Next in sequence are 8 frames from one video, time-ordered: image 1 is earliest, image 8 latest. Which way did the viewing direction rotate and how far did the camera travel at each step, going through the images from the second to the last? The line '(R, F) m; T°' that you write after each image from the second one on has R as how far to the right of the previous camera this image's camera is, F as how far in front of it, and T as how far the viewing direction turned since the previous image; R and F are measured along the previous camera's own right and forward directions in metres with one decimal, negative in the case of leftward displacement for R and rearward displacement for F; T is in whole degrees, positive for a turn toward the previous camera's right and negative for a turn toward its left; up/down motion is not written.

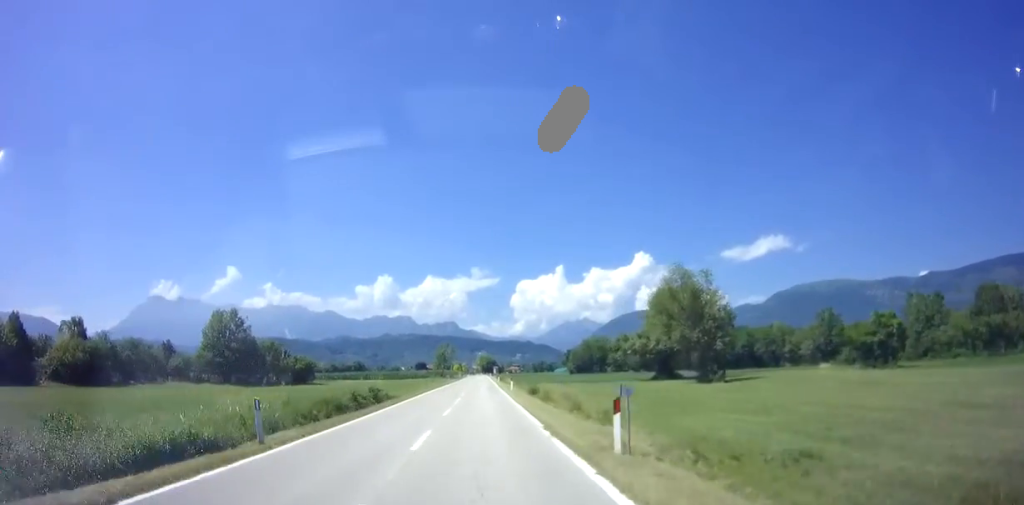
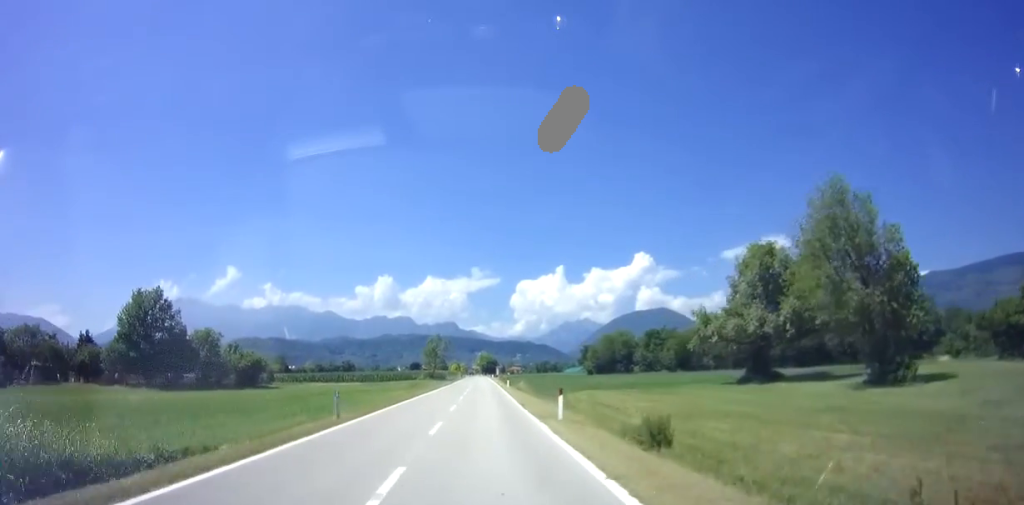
(+0.2, +26.0) m; +1°
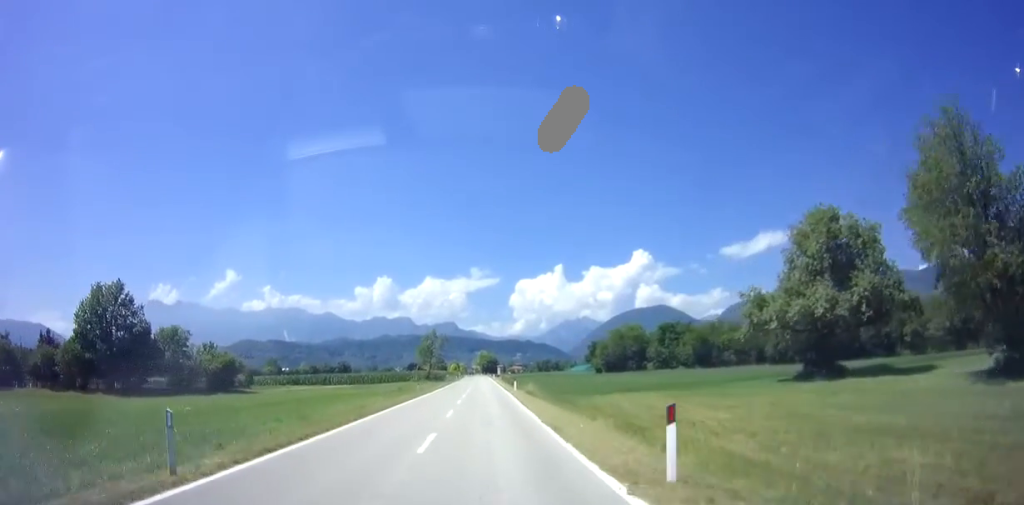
(+0.1, +10.3) m; 0°
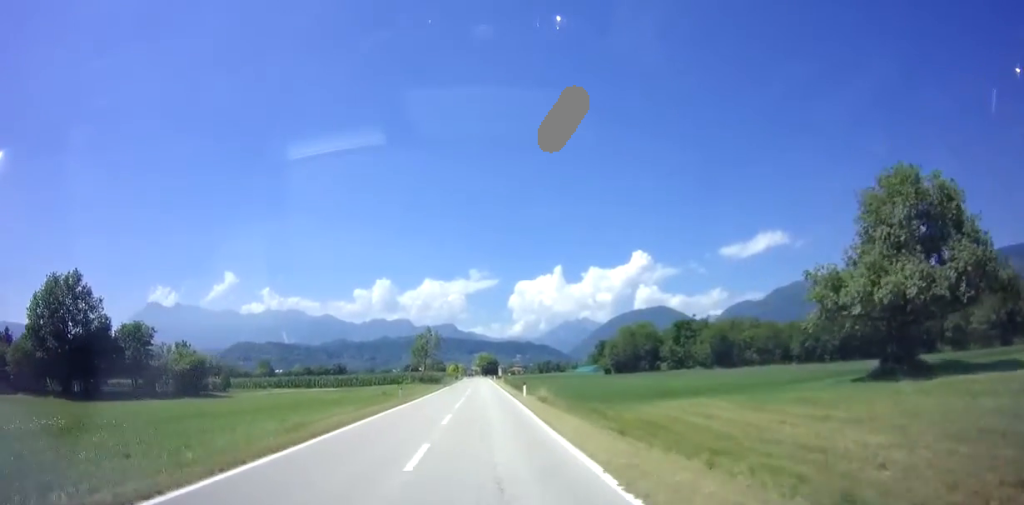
(0.0, +8.8) m; 0°
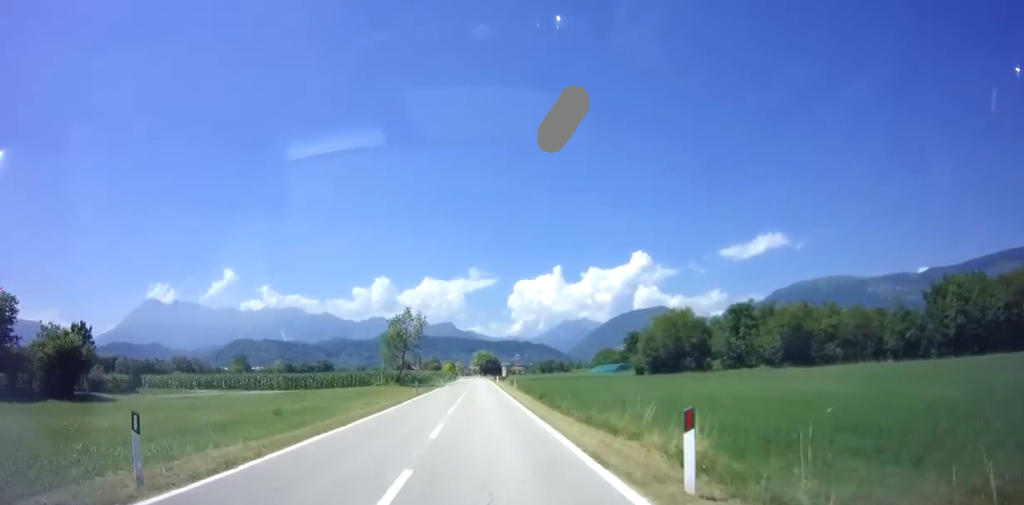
(-0.2, +23.8) m; -1°
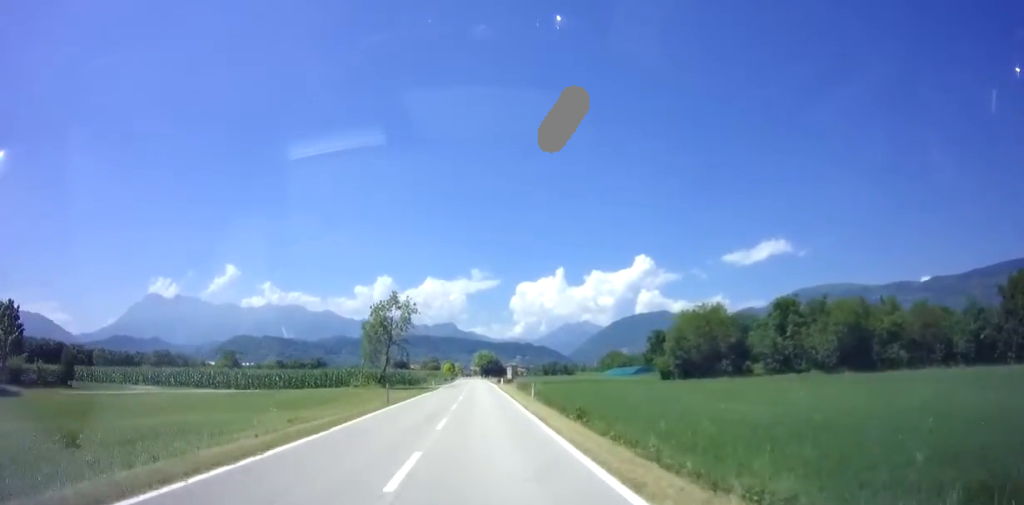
(0.0, +12.2) m; 0°
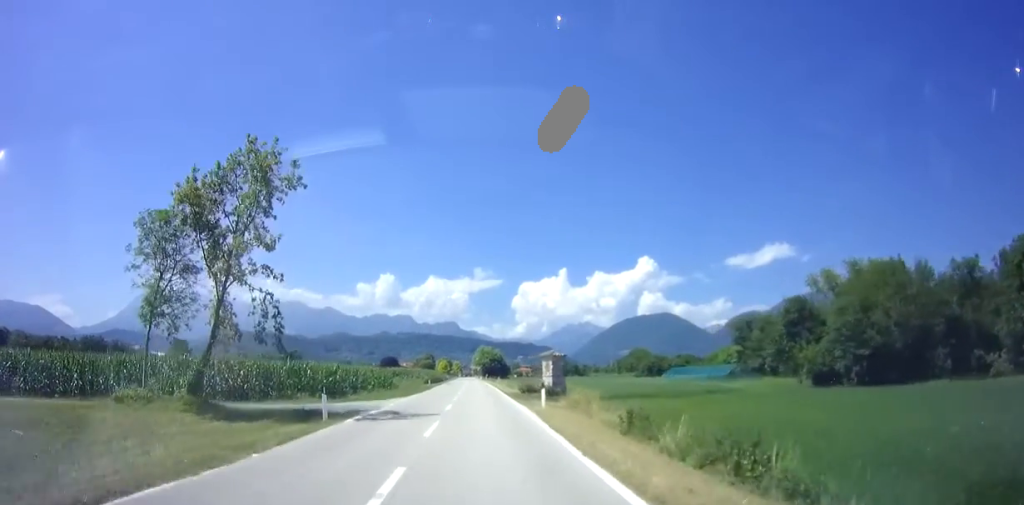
(0.0, +37.0) m; -1°
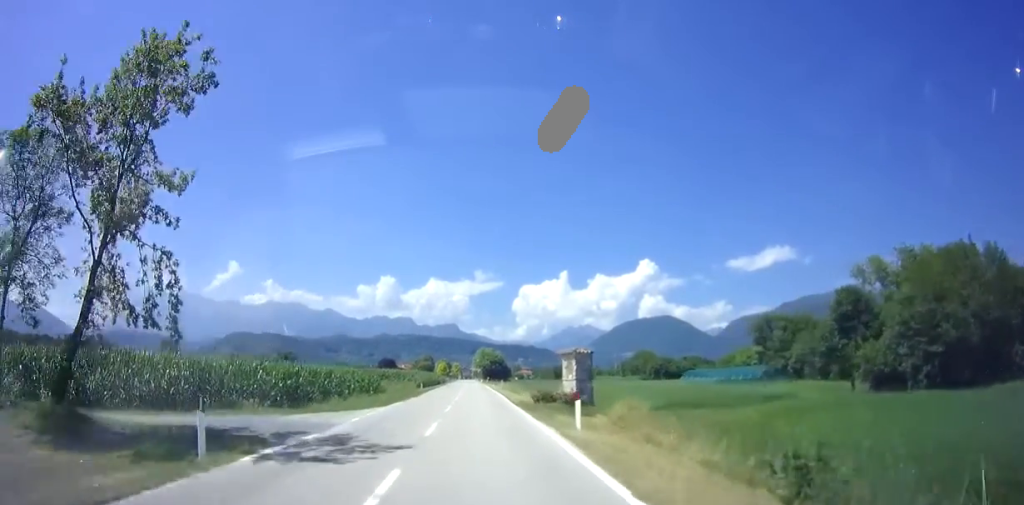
(-0.1, +7.0) m; 0°
